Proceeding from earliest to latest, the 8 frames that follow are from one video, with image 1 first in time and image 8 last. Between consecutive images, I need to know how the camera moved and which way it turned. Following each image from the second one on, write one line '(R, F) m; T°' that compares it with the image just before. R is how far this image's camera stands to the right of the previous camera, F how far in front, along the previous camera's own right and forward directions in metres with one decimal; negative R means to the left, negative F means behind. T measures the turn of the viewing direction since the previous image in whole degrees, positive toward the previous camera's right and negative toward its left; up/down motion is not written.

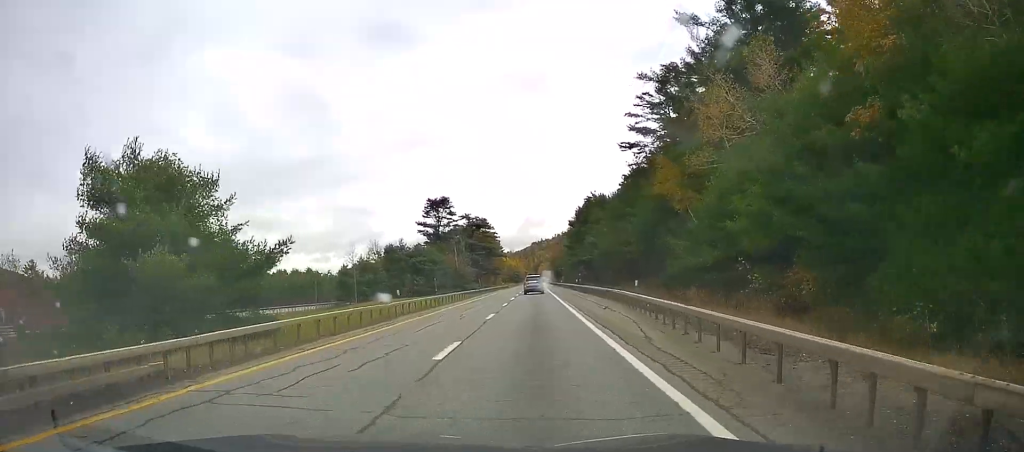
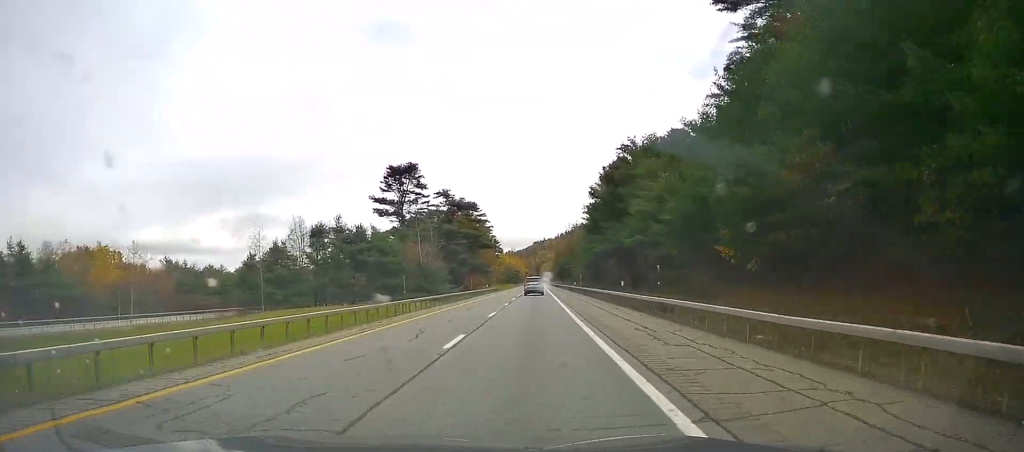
(+0.3, +46.6) m; +1°
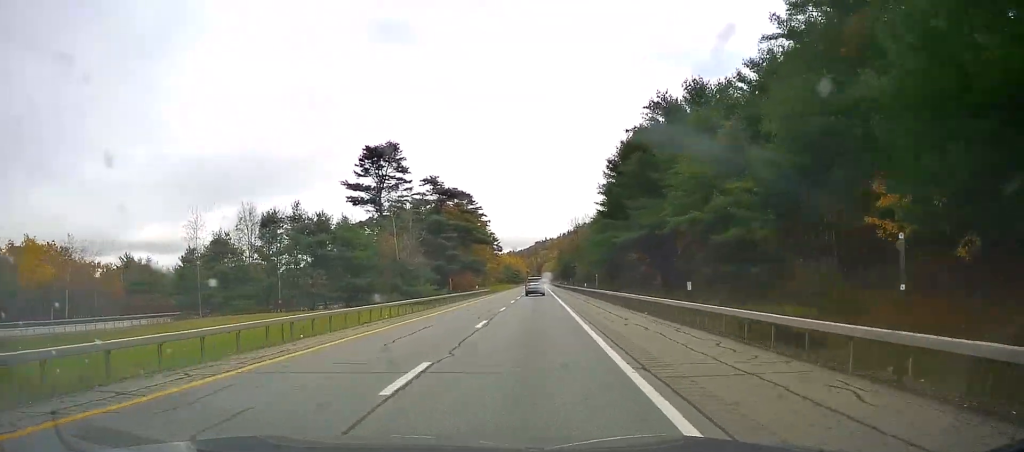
(+0.1, +18.0) m; 0°
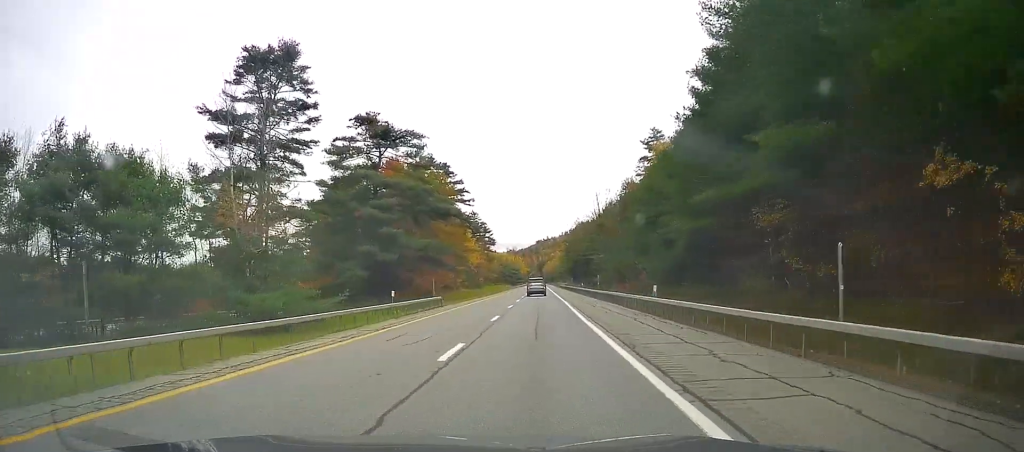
(-0.3, +45.2) m; -1°
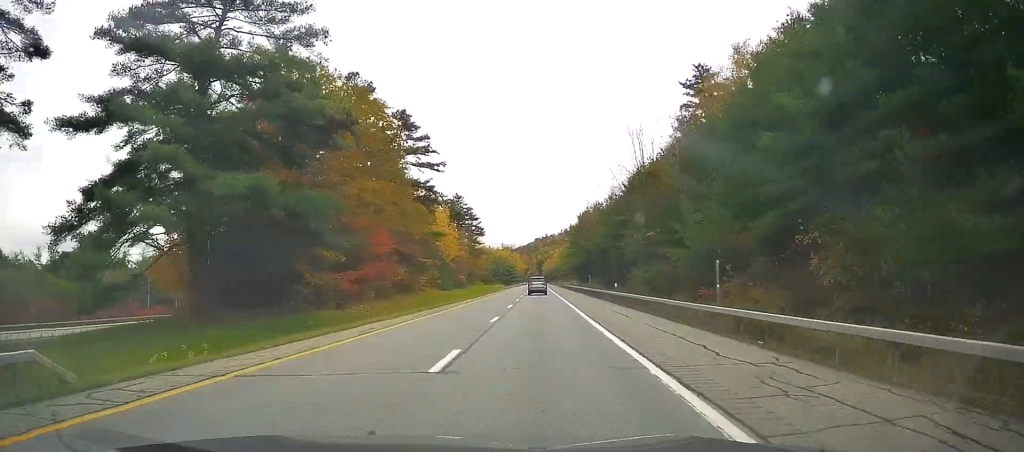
(+0.2, +38.1) m; 0°
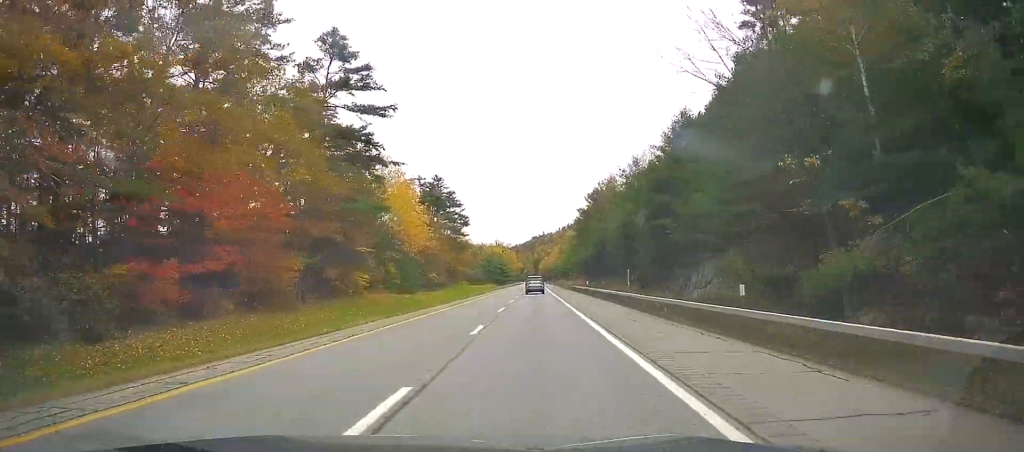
(-0.5, +29.7) m; 0°
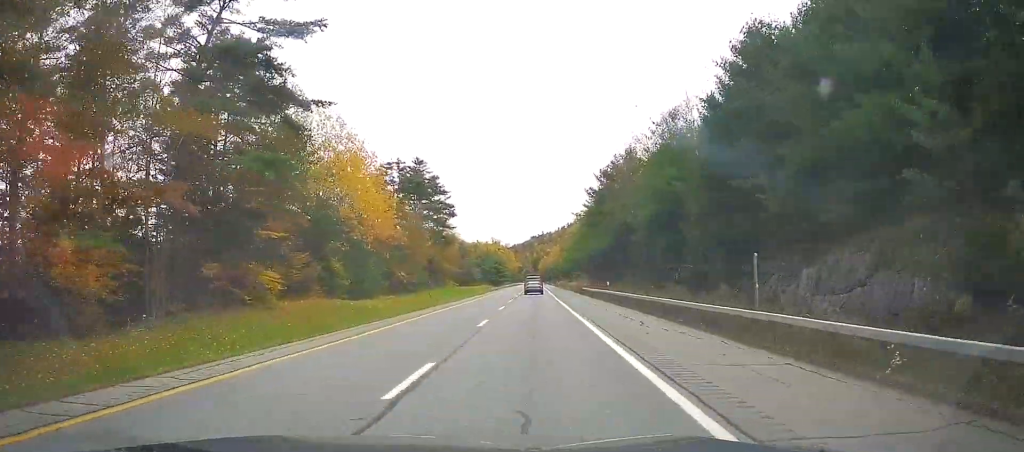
(+0.5, +21.5) m; 0°
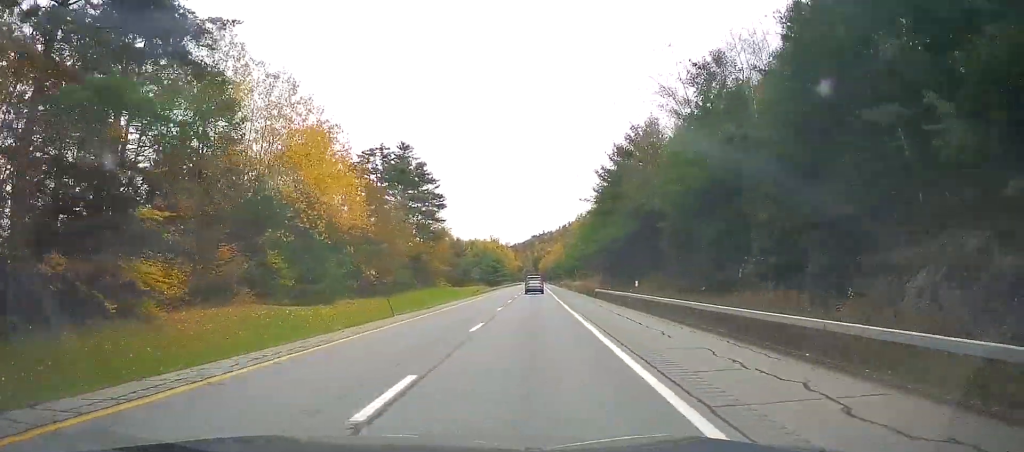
(+0.1, +13.8) m; 0°
